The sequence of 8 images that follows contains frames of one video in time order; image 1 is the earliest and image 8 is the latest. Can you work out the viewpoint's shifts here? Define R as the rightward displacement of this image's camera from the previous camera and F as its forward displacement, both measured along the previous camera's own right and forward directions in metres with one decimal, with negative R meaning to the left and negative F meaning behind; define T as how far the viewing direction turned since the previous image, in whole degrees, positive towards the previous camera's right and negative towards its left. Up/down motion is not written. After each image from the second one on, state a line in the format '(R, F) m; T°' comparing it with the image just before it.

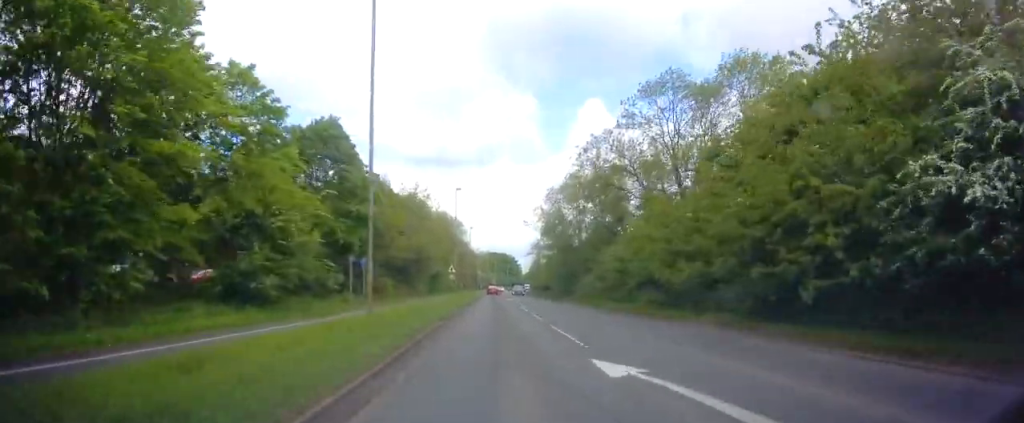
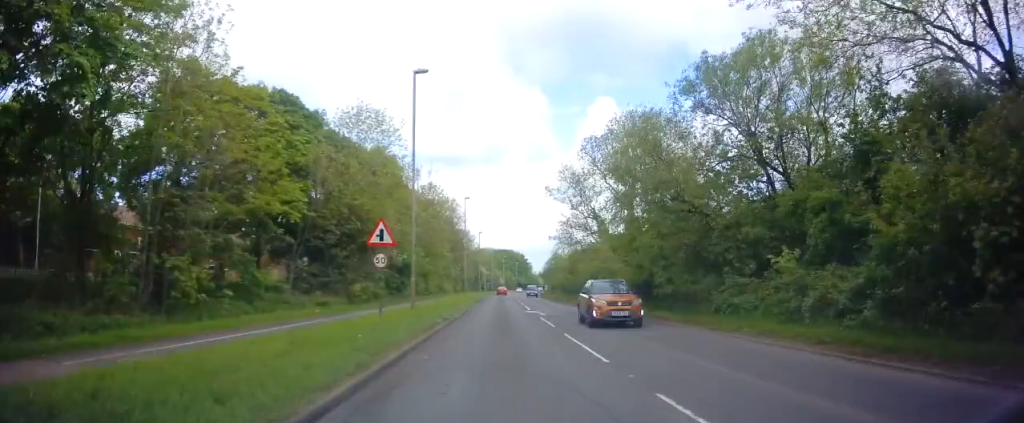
(-0.7, +29.9) m; -1°
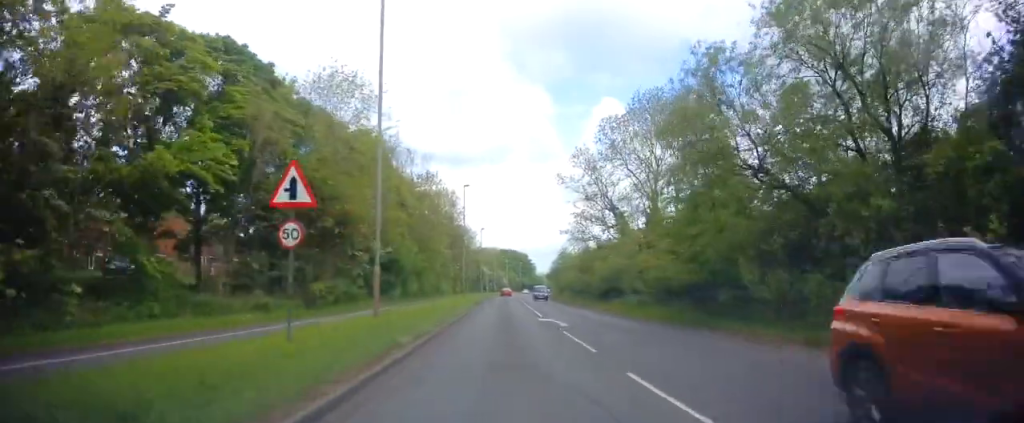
(+0.1, +7.4) m; 0°
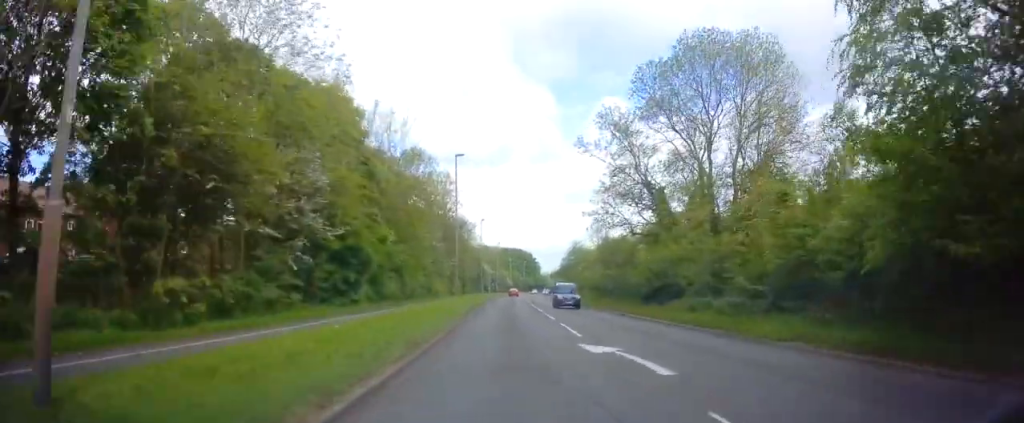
(+0.1, +12.1) m; 0°
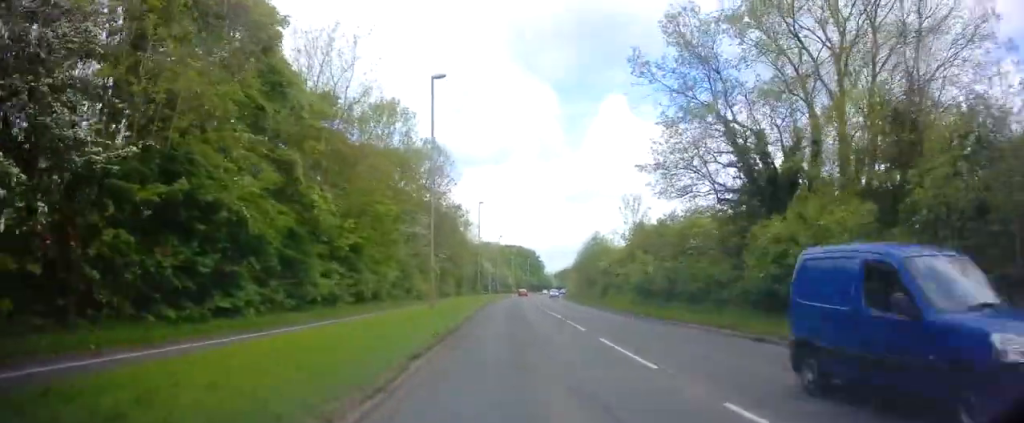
(-0.1, +15.1) m; 0°
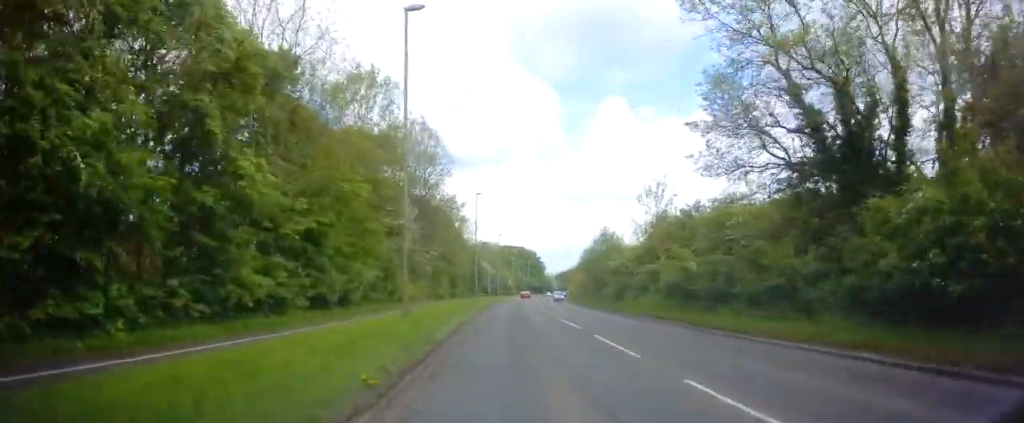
(+0.1, +6.7) m; 0°
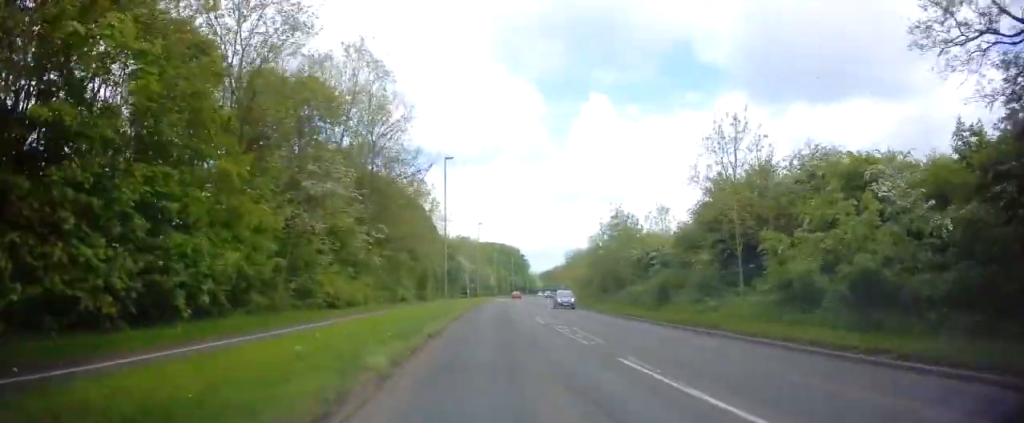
(0.0, +14.9) m; 0°
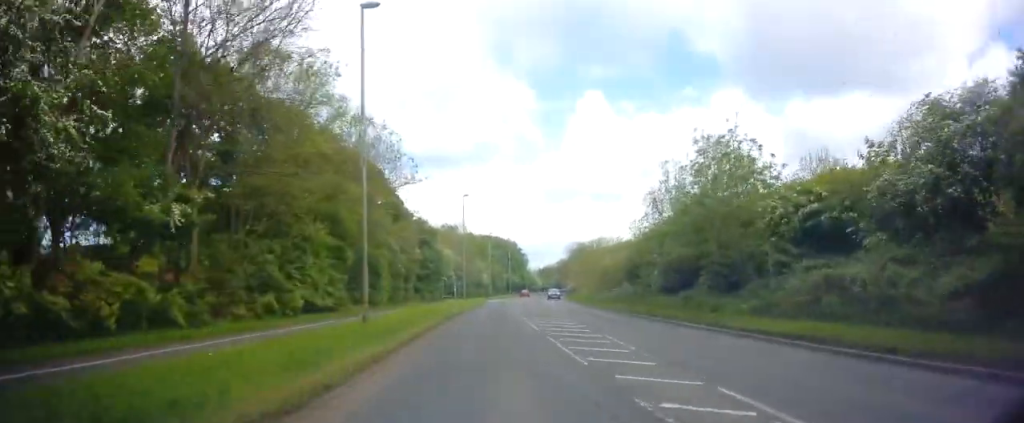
(+0.3, +22.4) m; +1°
